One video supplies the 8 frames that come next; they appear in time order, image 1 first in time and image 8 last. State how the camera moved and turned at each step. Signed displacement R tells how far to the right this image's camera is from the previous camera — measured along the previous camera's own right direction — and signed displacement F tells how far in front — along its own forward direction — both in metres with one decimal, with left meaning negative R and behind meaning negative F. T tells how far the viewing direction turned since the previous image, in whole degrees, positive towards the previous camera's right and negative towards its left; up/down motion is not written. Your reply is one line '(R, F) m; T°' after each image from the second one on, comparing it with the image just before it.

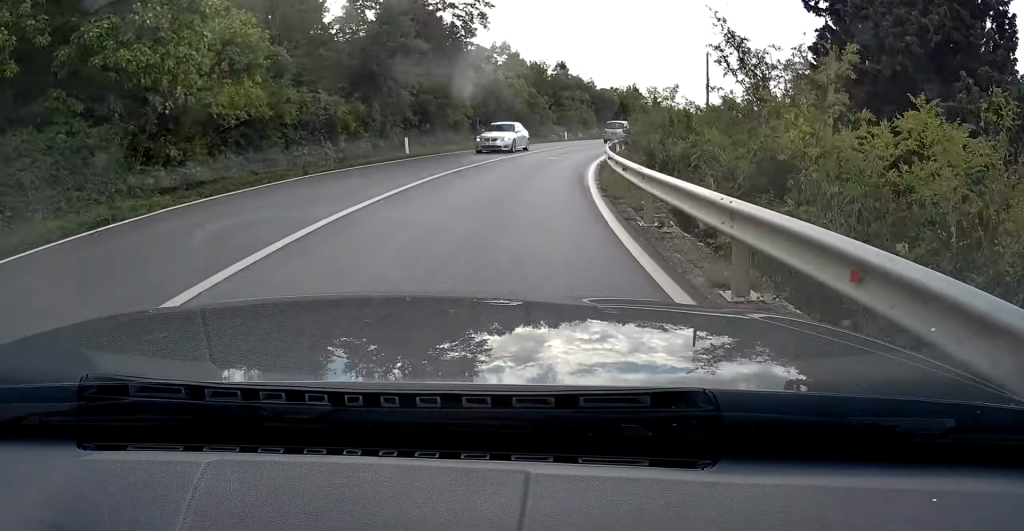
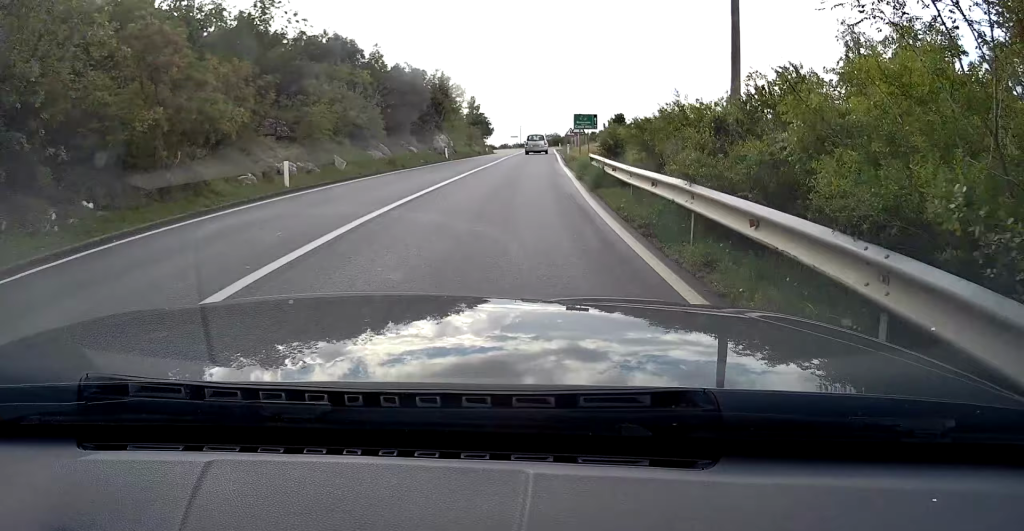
(+6.4, +38.9) m; +16°
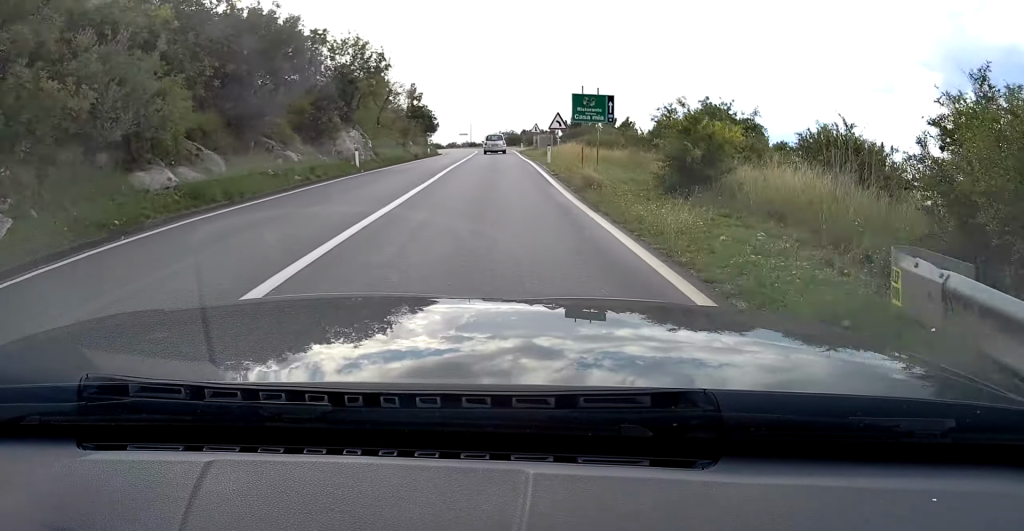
(+0.8, +16.7) m; +5°
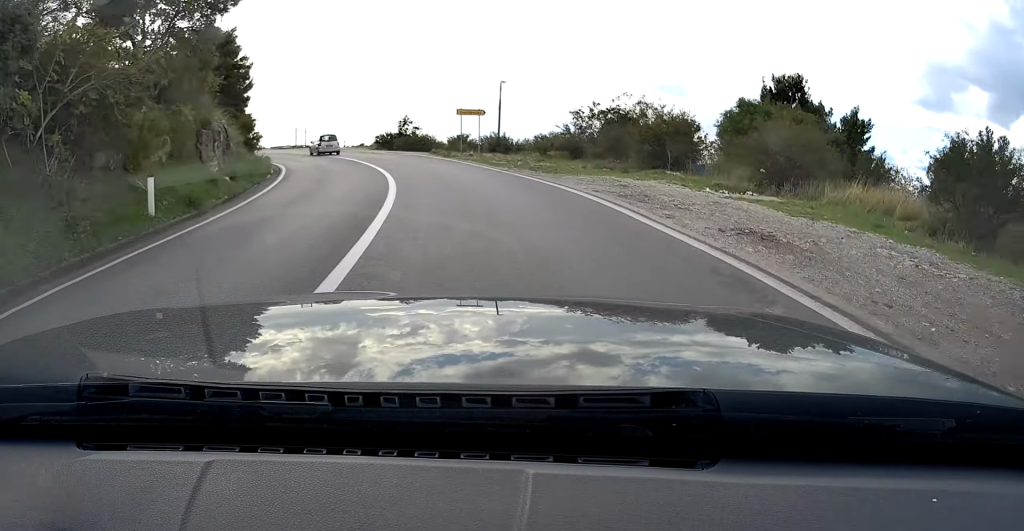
(+1.9, +74.0) m; -5°
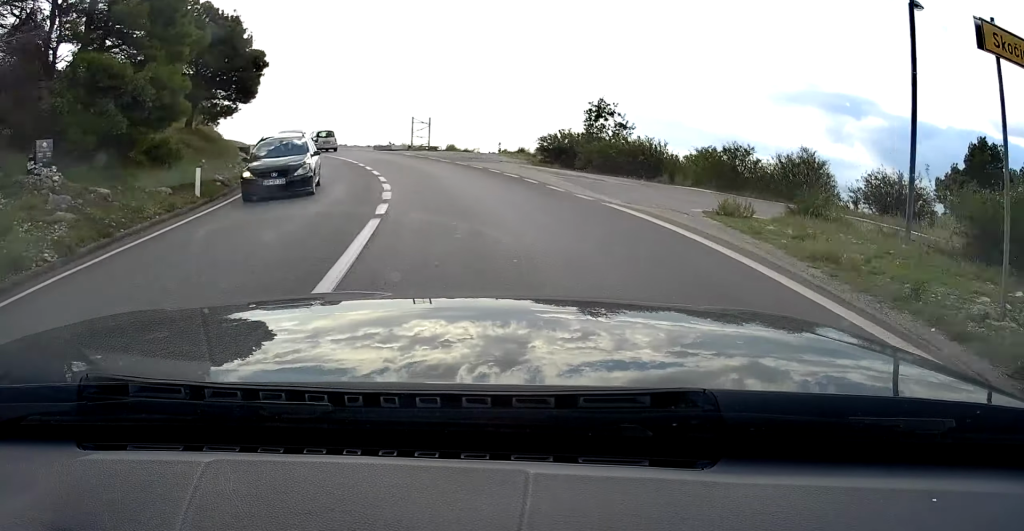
(-1.9, +29.5) m; -12°
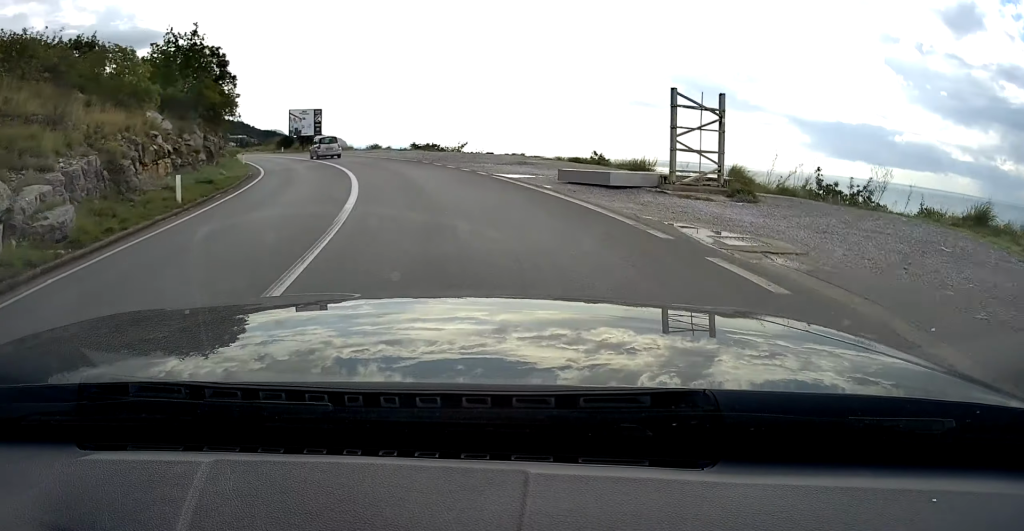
(-3.7, +30.4) m; -17°
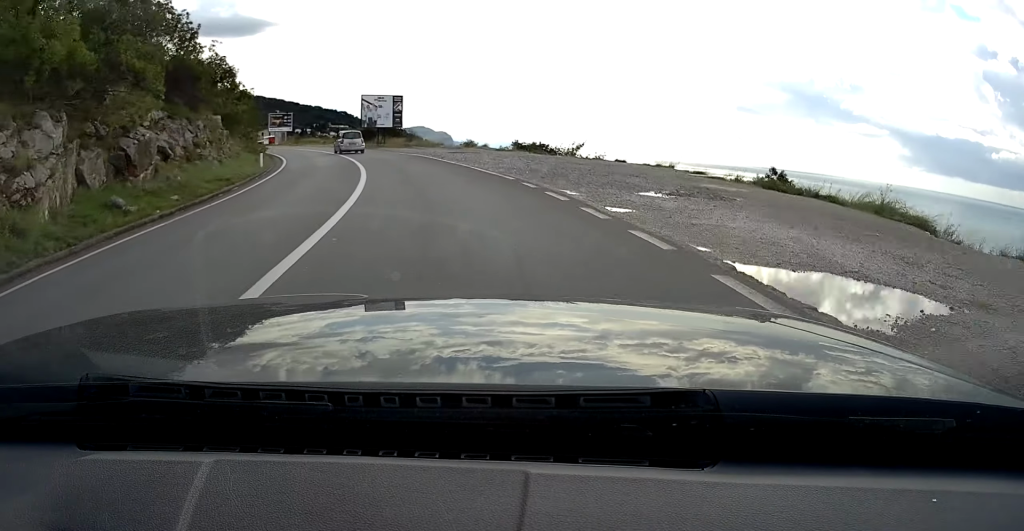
(-1.8, +14.7) m; -8°
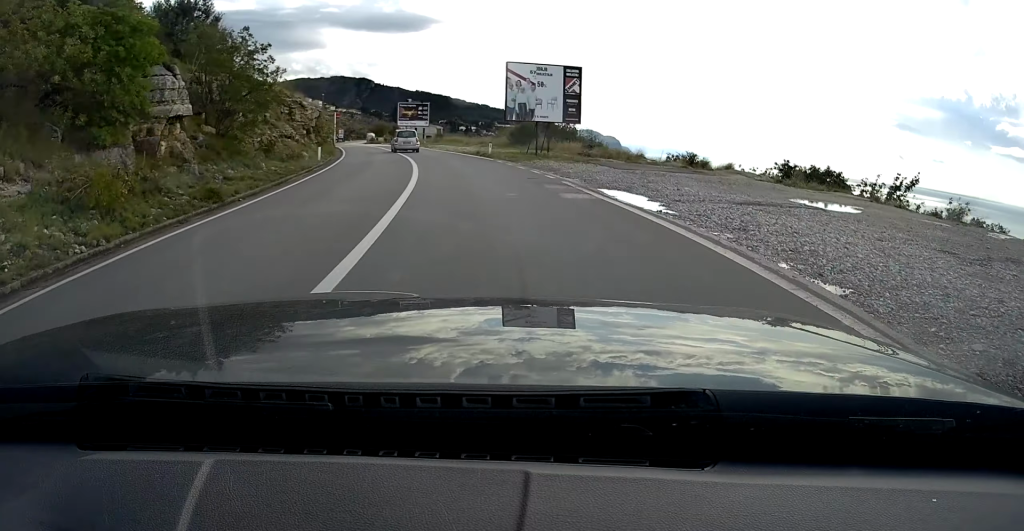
(-3.6, +26.7) m; -13°
